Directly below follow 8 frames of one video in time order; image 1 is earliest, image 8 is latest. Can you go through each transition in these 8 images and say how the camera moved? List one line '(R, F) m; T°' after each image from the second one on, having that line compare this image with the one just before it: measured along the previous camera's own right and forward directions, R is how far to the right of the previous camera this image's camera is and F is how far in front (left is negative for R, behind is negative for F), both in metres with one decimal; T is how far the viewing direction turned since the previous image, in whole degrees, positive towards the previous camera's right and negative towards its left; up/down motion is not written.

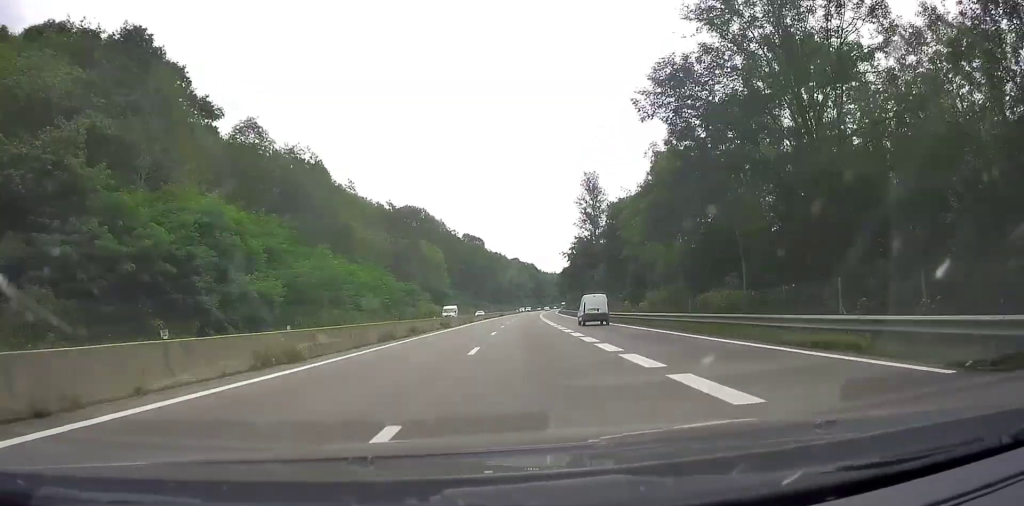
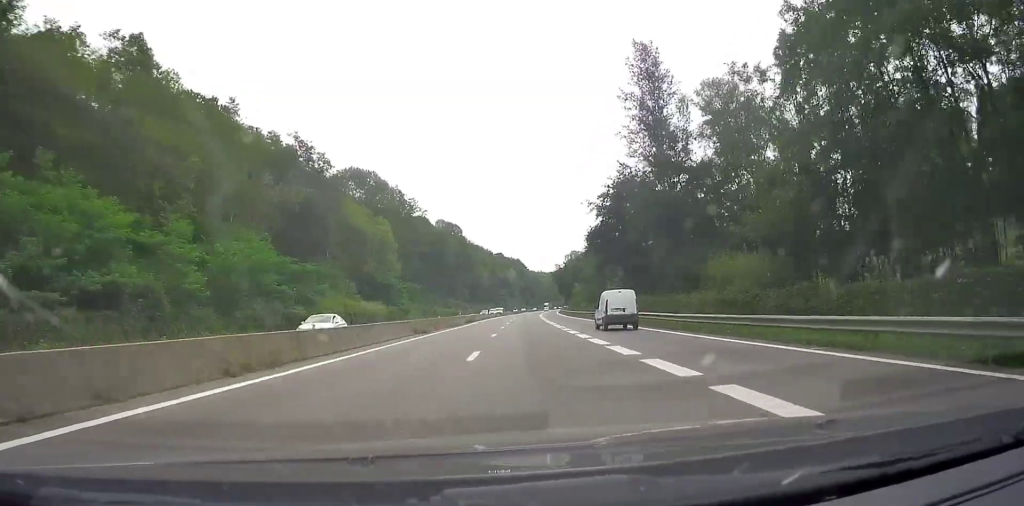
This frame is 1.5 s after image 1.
(+0.6, +60.2) m; +1°
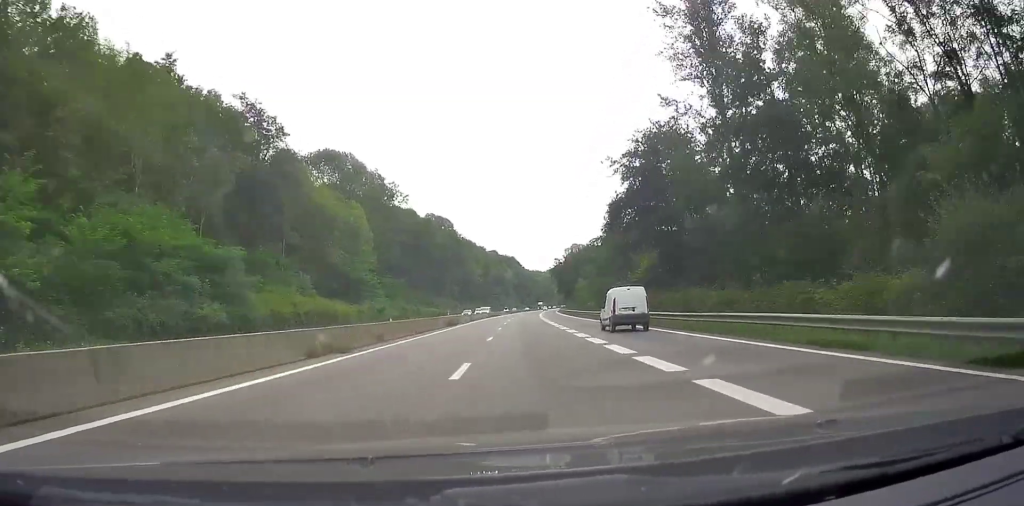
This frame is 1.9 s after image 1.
(-0.1, +18.0) m; +1°
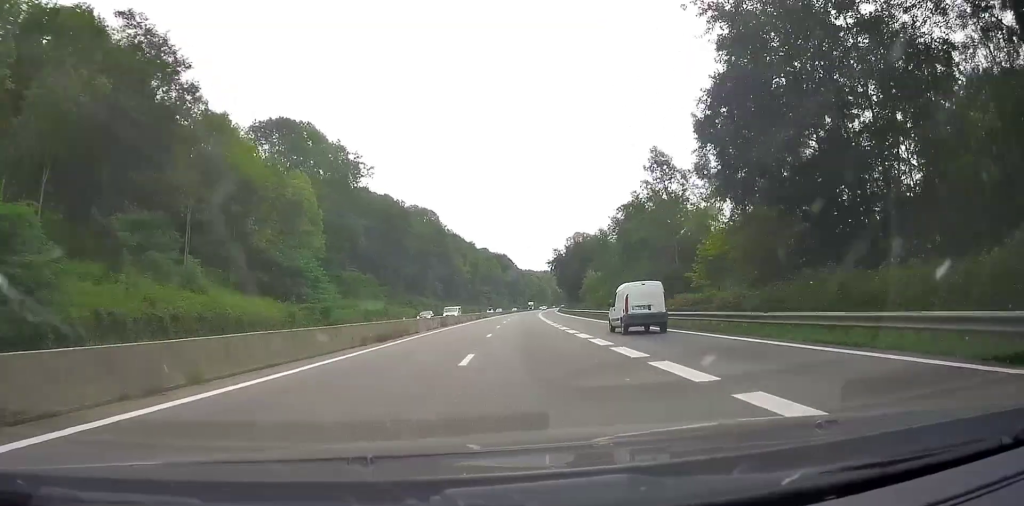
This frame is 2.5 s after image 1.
(+0.4, +24.6) m; +1°
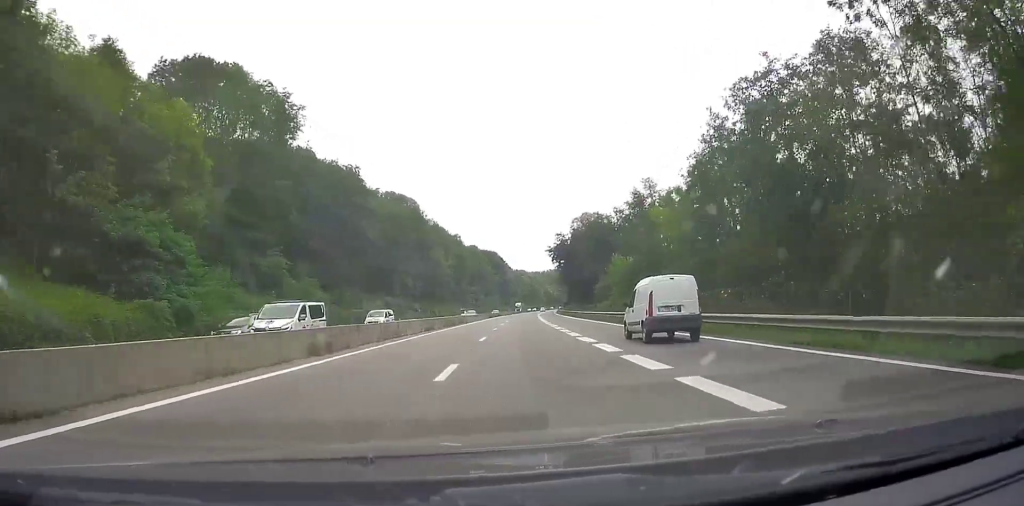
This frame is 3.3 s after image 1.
(+0.3, +29.6) m; +1°
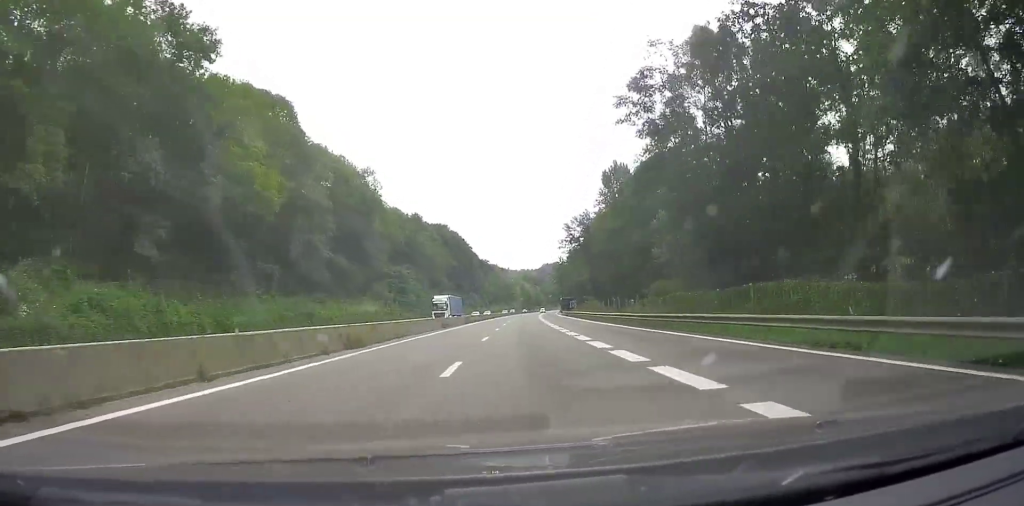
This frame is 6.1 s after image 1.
(+2.3, +104.2) m; +3°
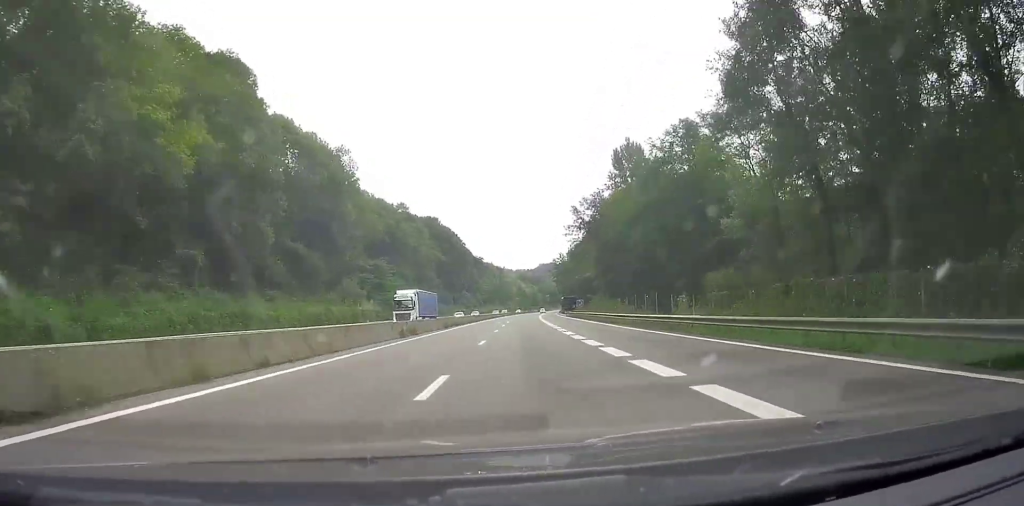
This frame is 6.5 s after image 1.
(+0.1, +15.7) m; 0°
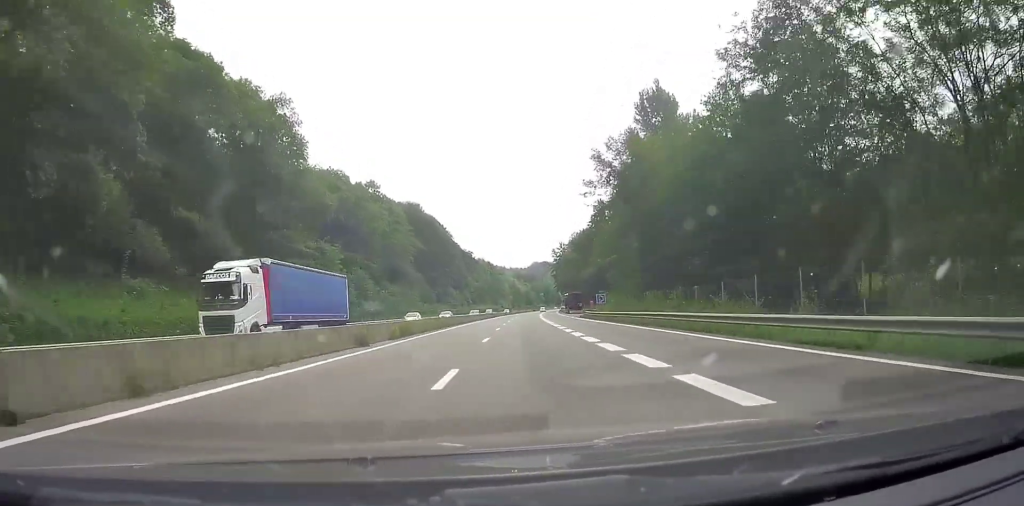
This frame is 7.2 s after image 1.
(+0.1, +25.0) m; 0°
